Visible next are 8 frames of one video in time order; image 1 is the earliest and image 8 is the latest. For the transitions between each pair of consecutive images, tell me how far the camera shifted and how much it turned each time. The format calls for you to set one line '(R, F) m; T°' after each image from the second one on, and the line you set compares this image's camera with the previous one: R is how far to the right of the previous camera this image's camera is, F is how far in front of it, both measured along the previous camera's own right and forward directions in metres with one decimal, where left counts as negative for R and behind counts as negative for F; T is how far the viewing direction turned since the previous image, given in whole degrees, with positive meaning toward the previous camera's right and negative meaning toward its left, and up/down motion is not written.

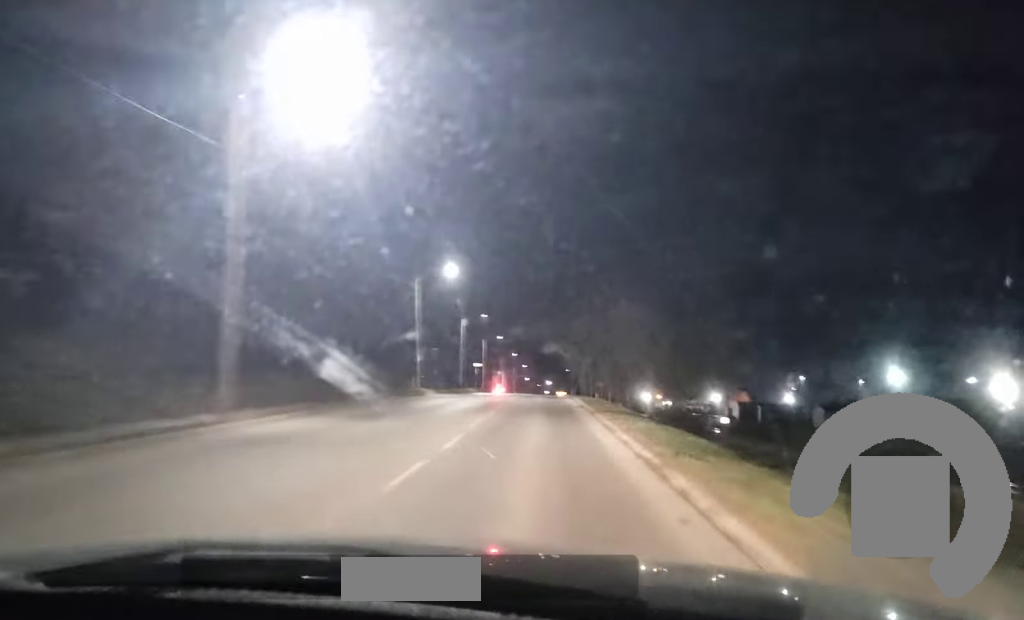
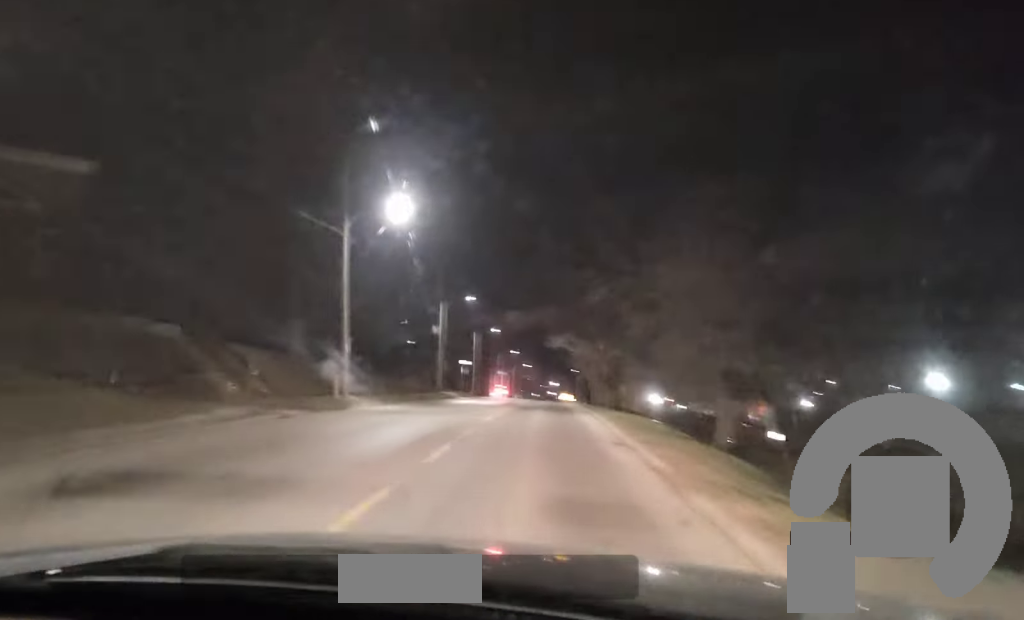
(-0.1, +20.5) m; 0°
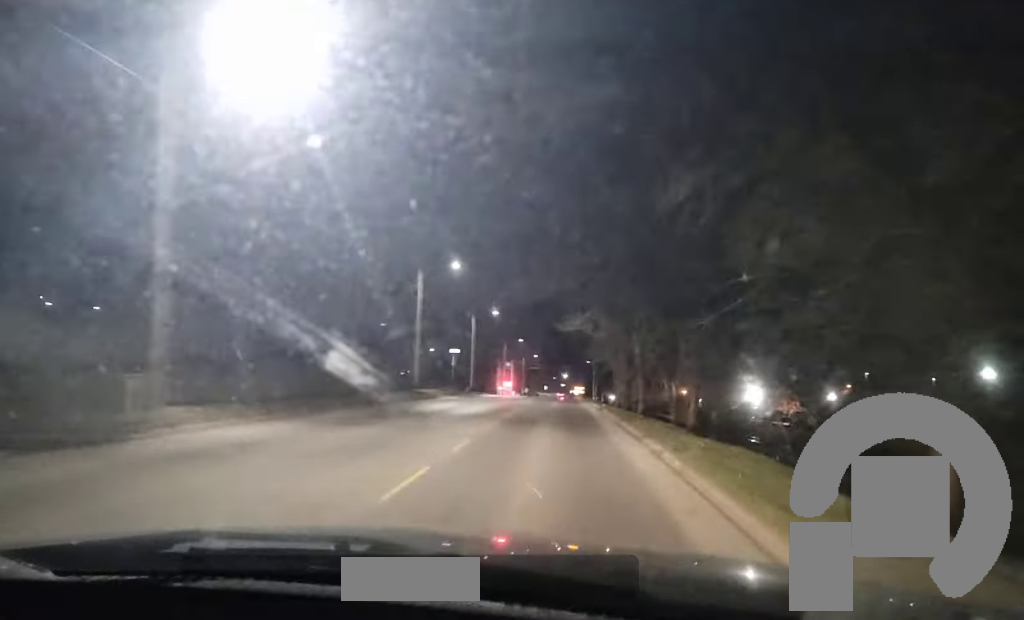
(0.0, +17.1) m; 0°
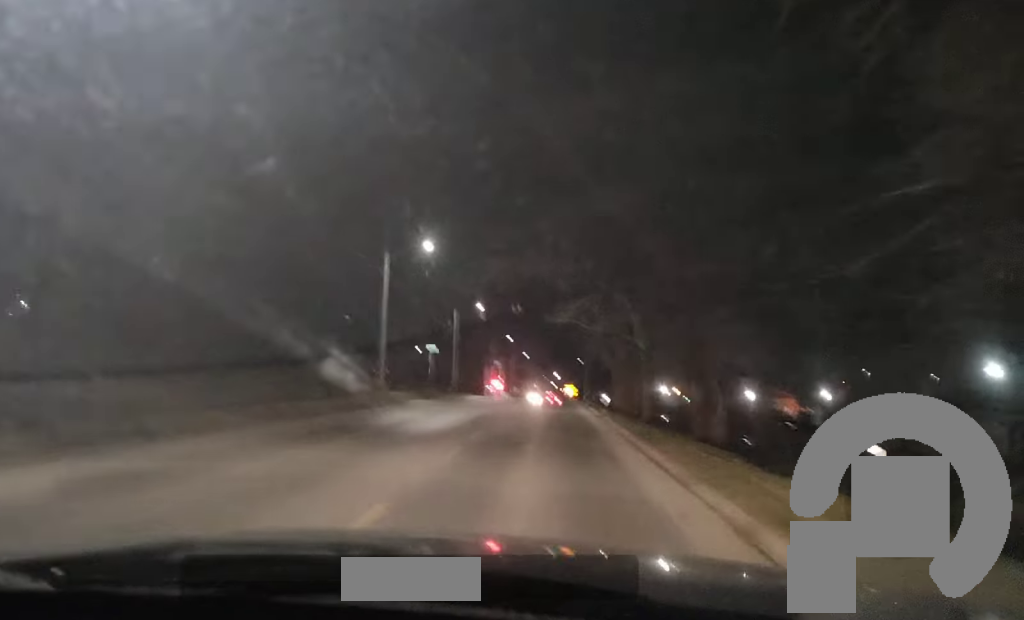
(0.0, +8.7) m; 0°
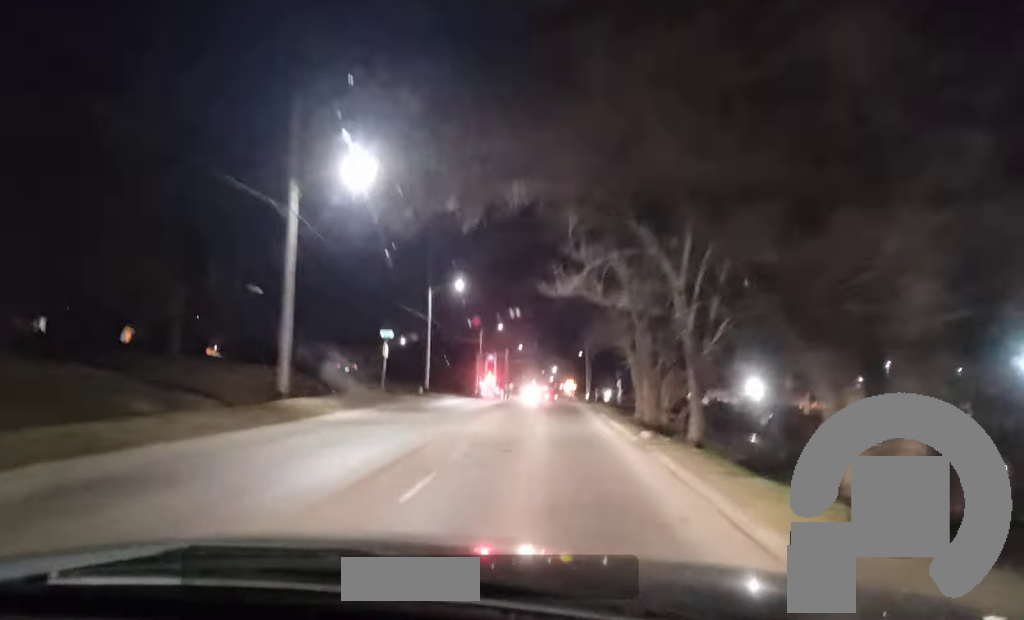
(0.0, +16.5) m; +1°
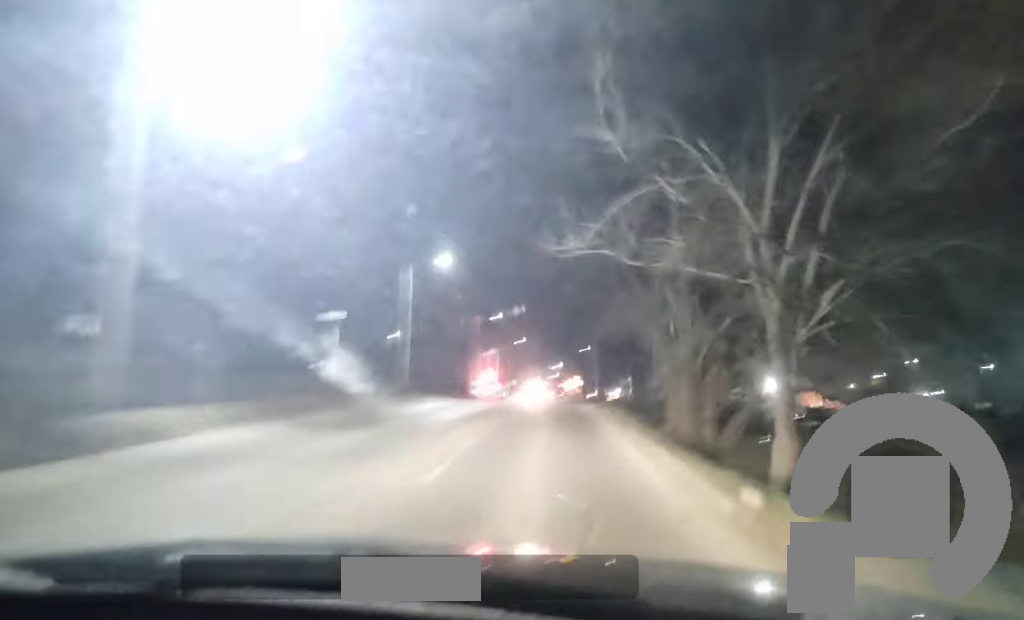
(+0.1, +11.1) m; +1°
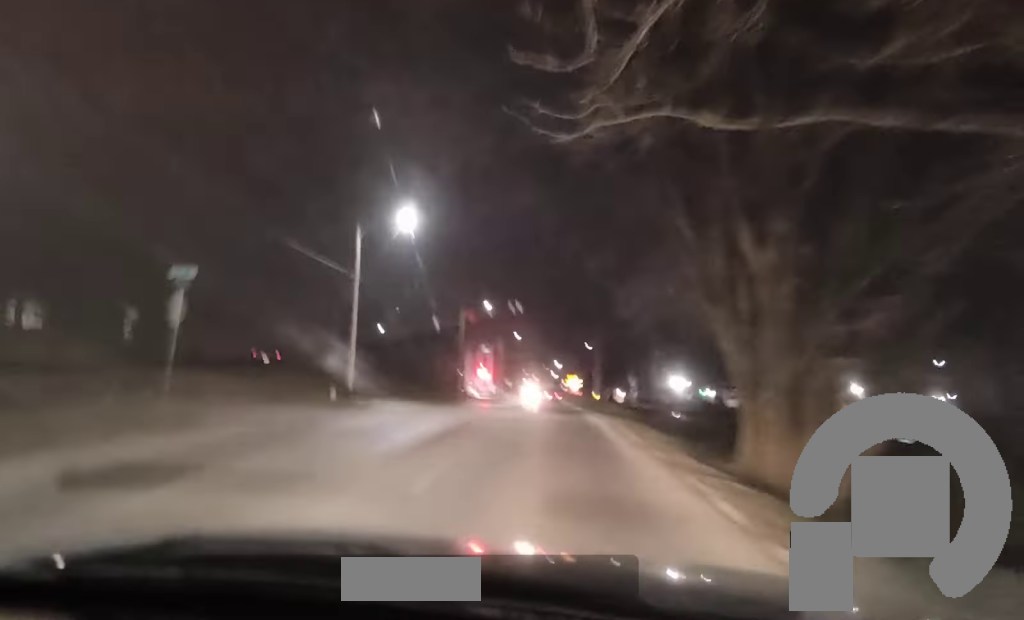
(+0.2, +12.9) m; +1°
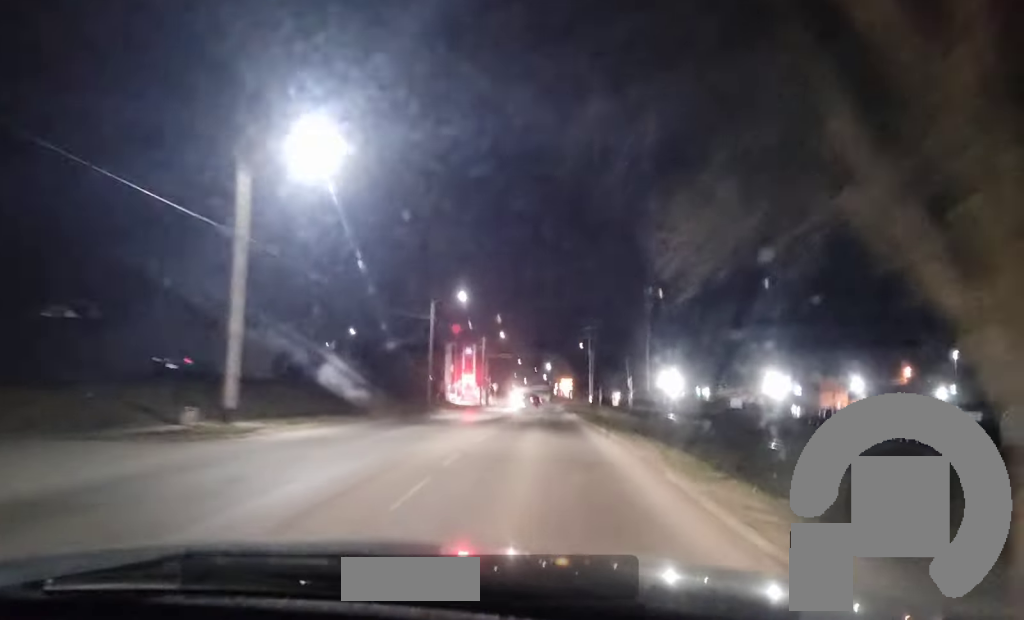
(0.0, +12.8) m; 0°
